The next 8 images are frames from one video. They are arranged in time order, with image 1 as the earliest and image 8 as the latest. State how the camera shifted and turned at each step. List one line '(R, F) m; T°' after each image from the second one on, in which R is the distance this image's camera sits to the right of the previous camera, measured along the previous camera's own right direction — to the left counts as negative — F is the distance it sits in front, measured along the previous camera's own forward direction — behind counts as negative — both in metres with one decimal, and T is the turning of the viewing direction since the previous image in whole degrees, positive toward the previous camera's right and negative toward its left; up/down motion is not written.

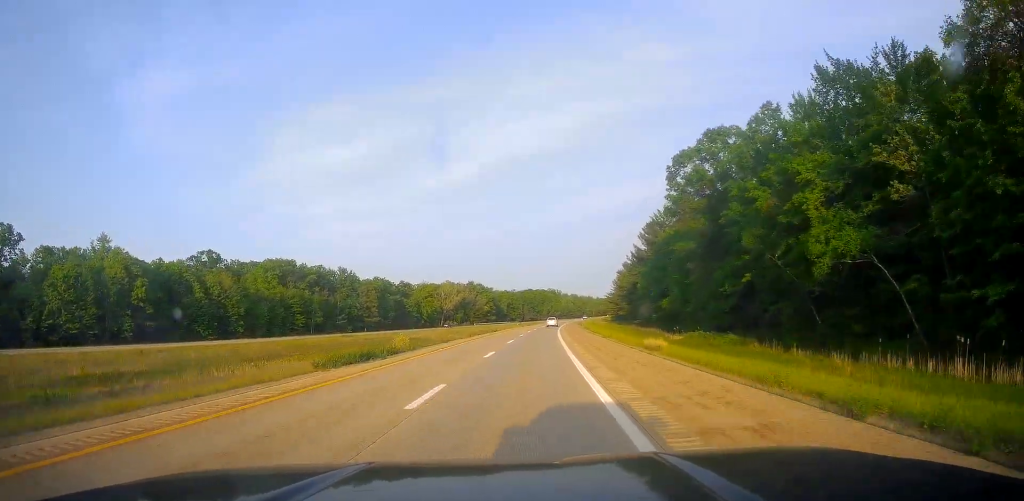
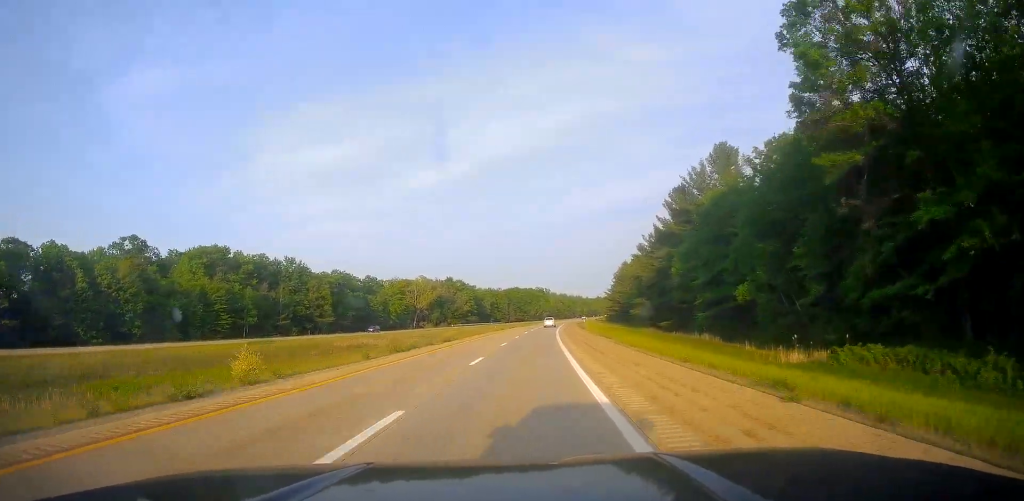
(0.0, +34.7) m; +2°
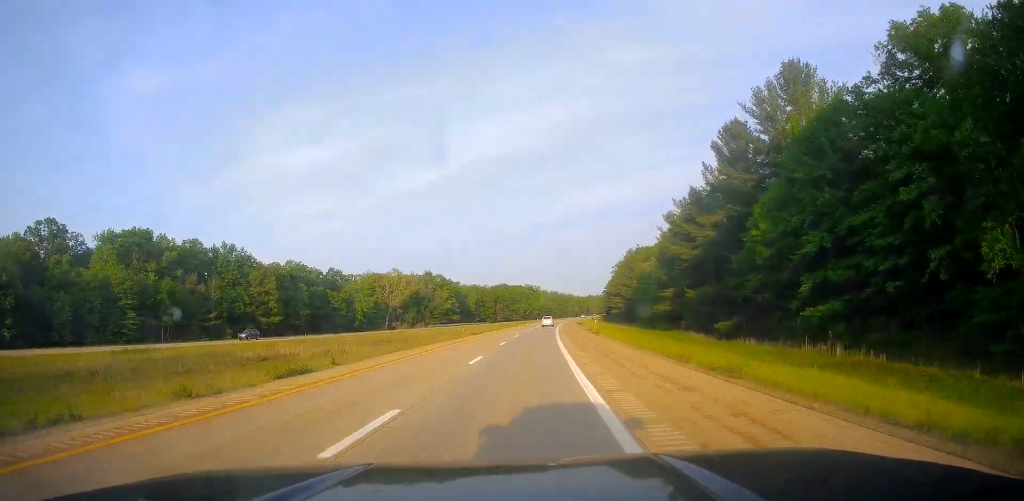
(+0.7, +30.0) m; +2°
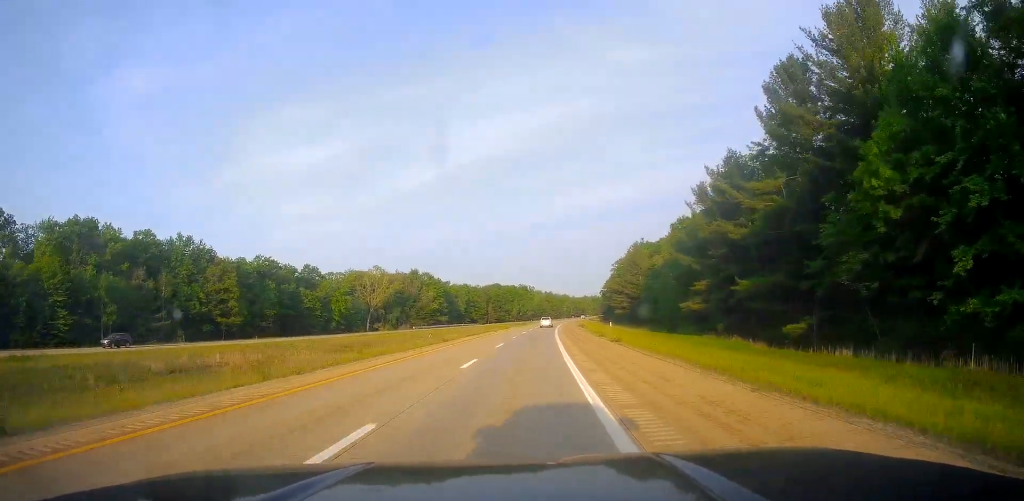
(+0.2, +16.8) m; 0°
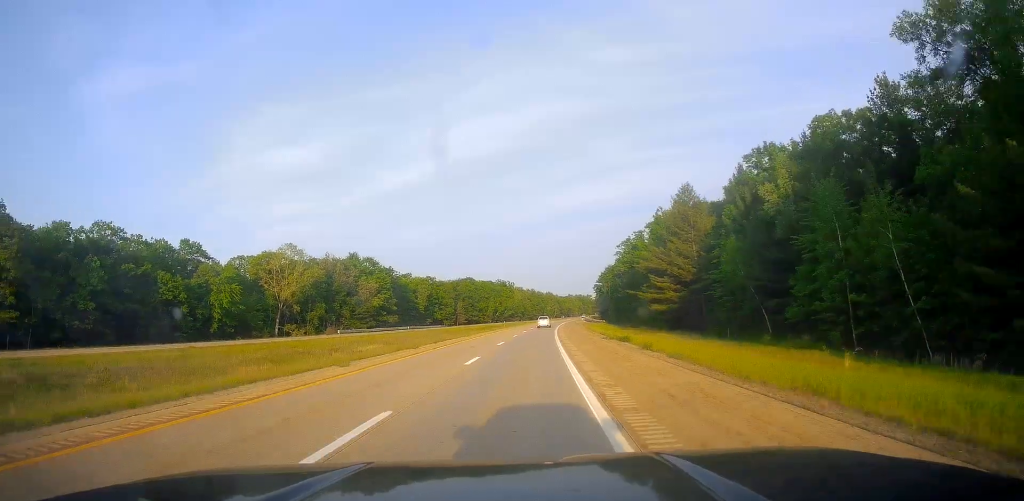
(+0.4, +58.9) m; +1°
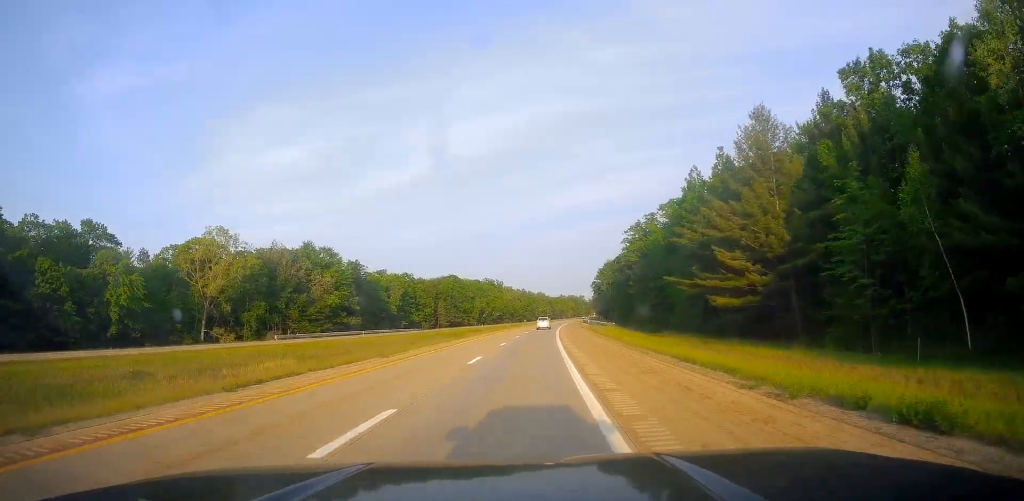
(+0.4, +30.0) m; +2°
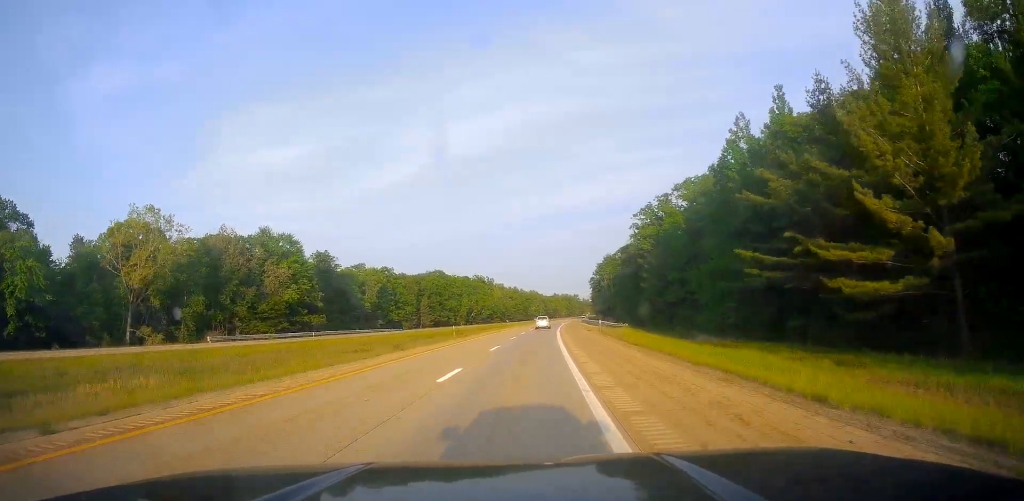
(+0.4, +21.5) m; 0°
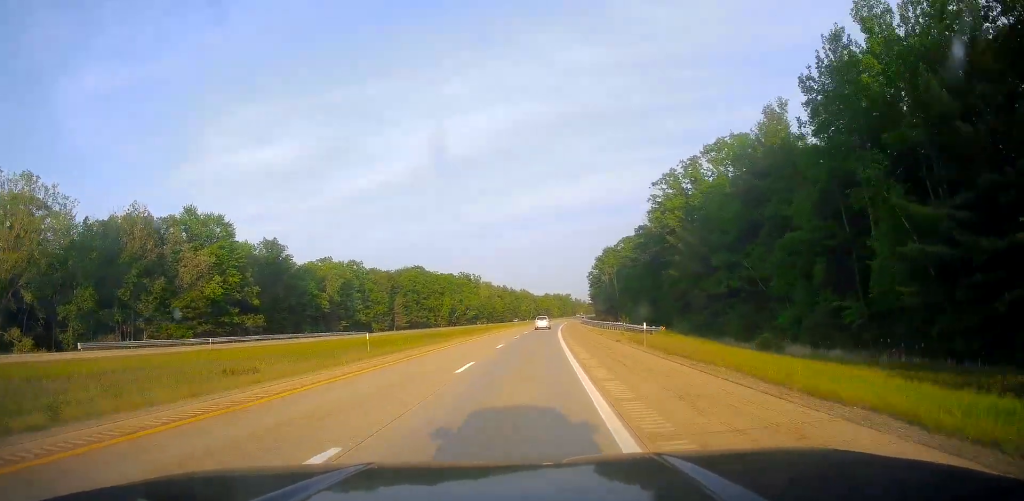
(+0.1, +27.5) m; +1°
